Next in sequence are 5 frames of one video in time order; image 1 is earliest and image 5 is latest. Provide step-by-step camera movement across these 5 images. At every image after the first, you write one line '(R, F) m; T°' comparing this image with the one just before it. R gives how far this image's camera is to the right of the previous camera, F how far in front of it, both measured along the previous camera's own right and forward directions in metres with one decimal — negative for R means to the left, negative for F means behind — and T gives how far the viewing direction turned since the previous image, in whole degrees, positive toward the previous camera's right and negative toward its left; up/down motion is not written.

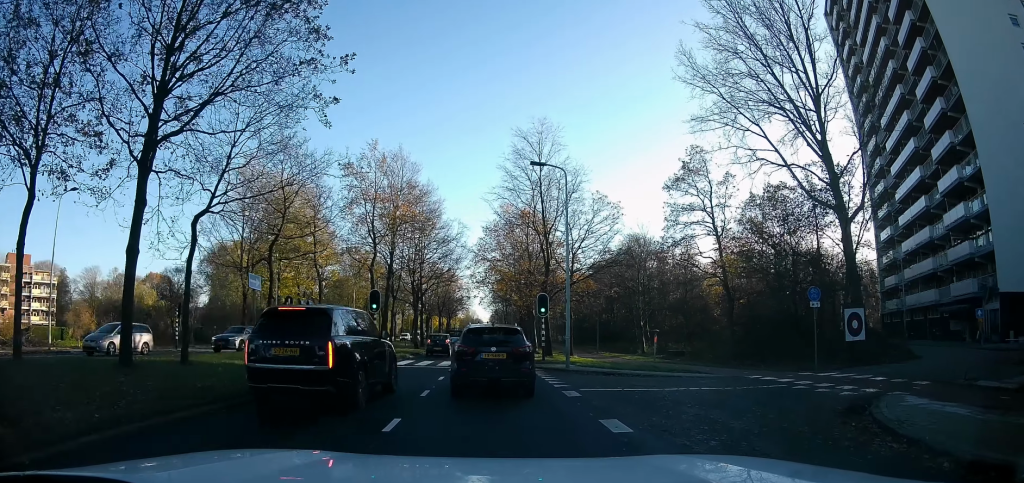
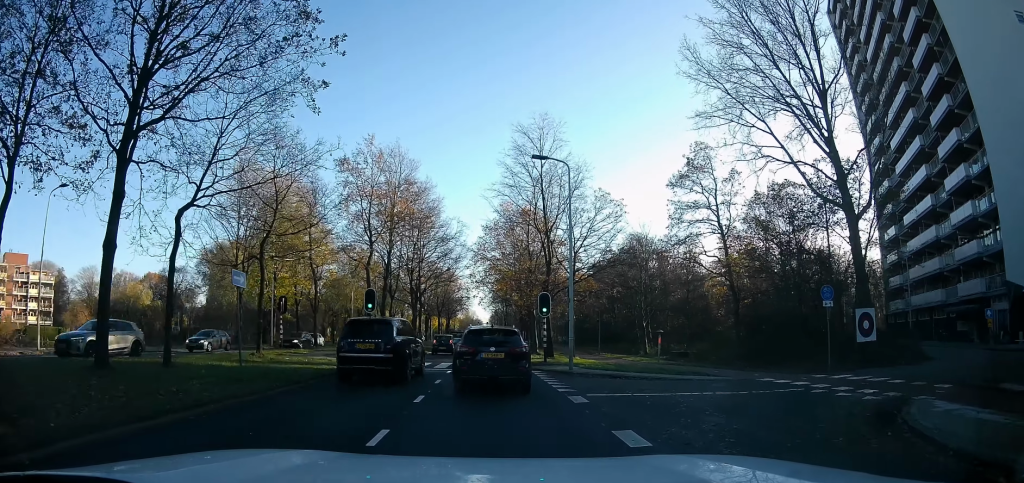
(0.0, +0.4) m; 0°
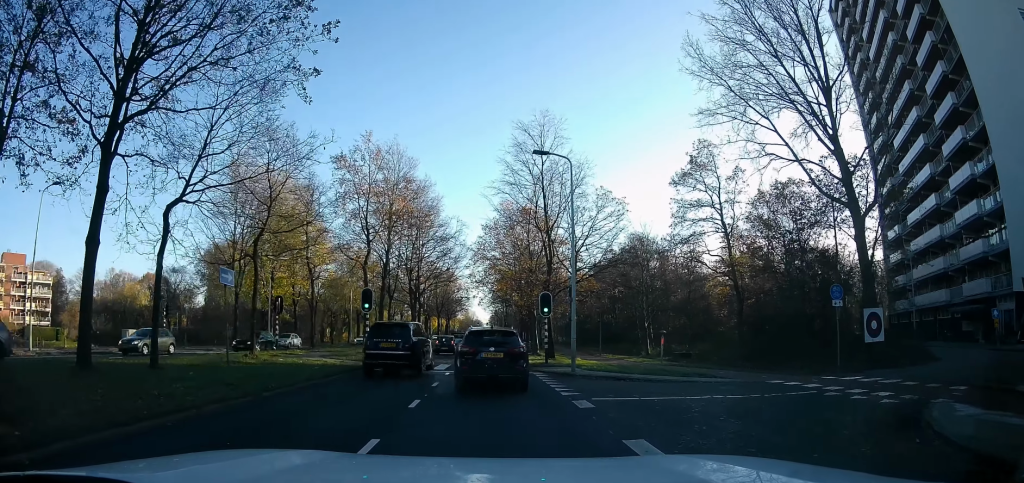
(0.0, +0.2) m; 0°
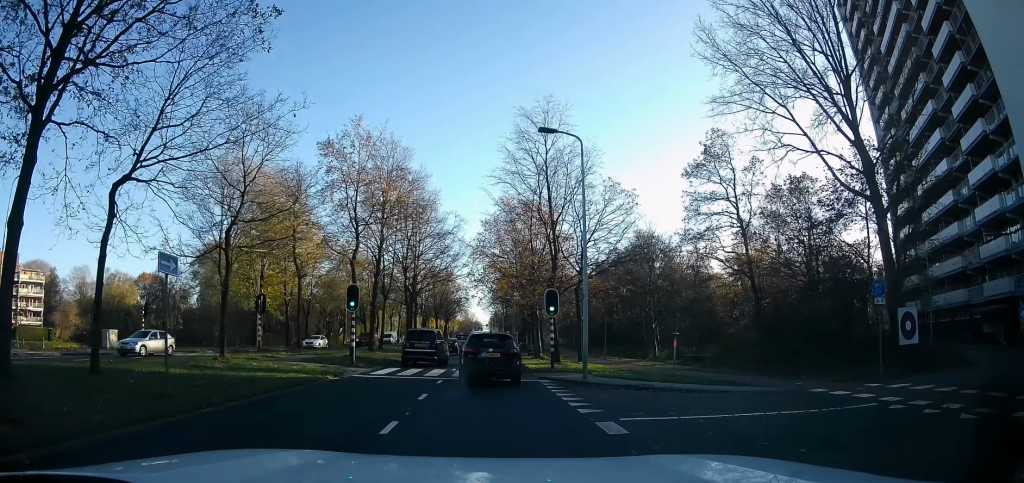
(-0.1, +1.6) m; -4°
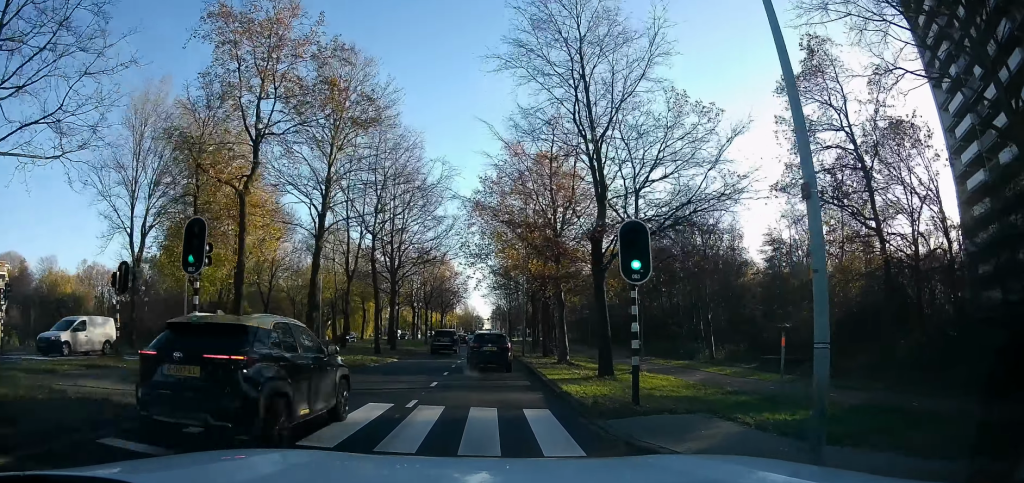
(-0.3, +11.7) m; -2°
